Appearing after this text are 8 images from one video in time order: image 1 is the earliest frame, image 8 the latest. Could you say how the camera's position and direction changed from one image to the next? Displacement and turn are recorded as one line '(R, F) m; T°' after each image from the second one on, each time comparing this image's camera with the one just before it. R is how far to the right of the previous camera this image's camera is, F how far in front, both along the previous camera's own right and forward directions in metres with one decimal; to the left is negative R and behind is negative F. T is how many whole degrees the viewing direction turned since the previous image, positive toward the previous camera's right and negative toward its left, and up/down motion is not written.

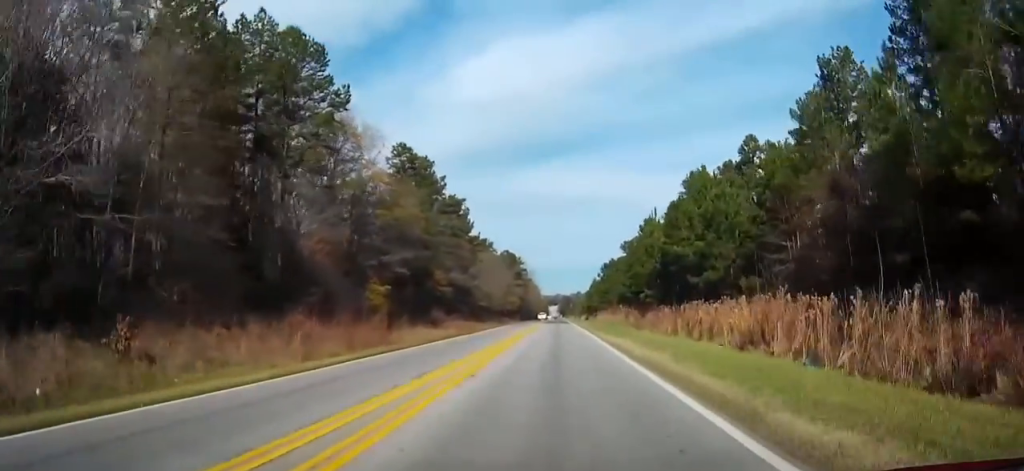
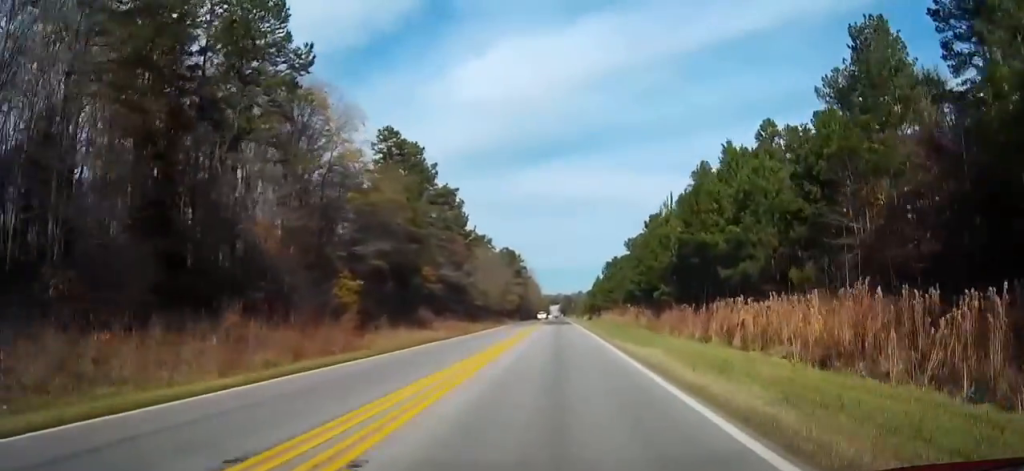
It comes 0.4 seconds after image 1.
(0.0, +8.4) m; 0°
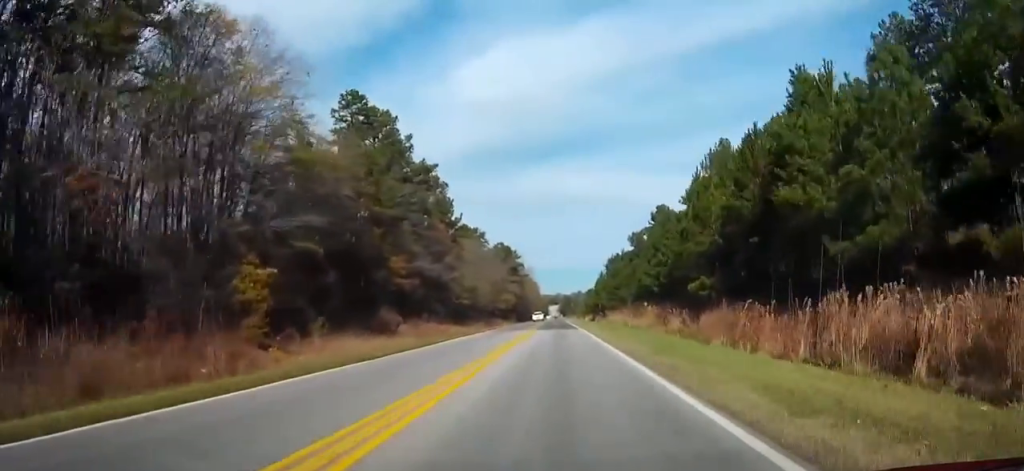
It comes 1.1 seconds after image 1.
(0.0, +15.4) m; 0°
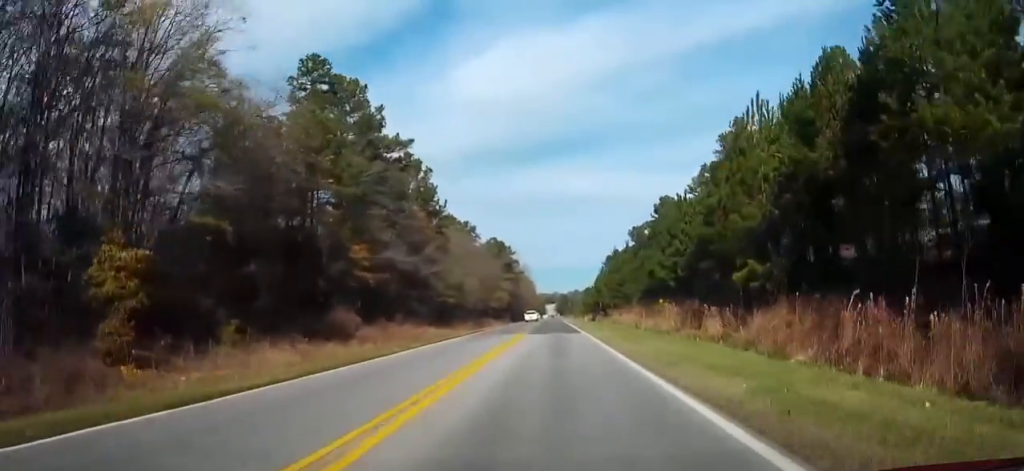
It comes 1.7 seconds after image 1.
(0.0, +11.2) m; 0°
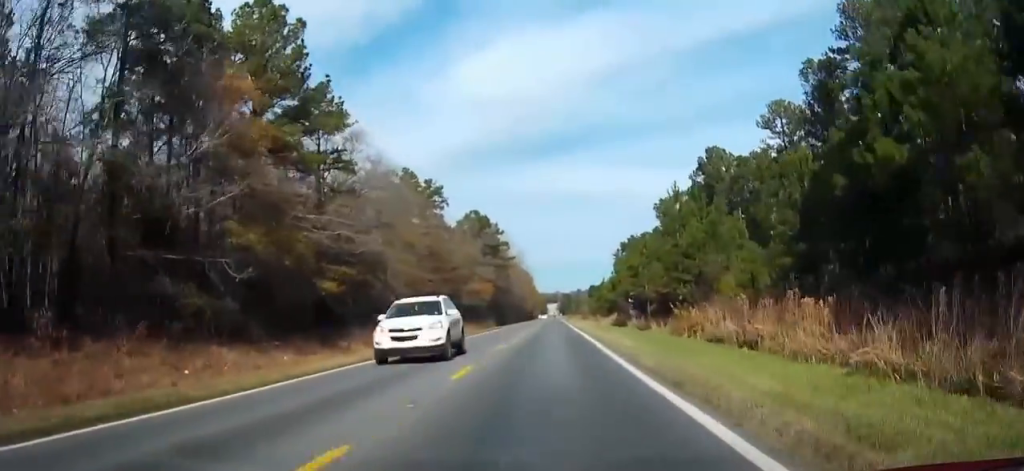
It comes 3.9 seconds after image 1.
(-0.3, +48.2) m; -1°
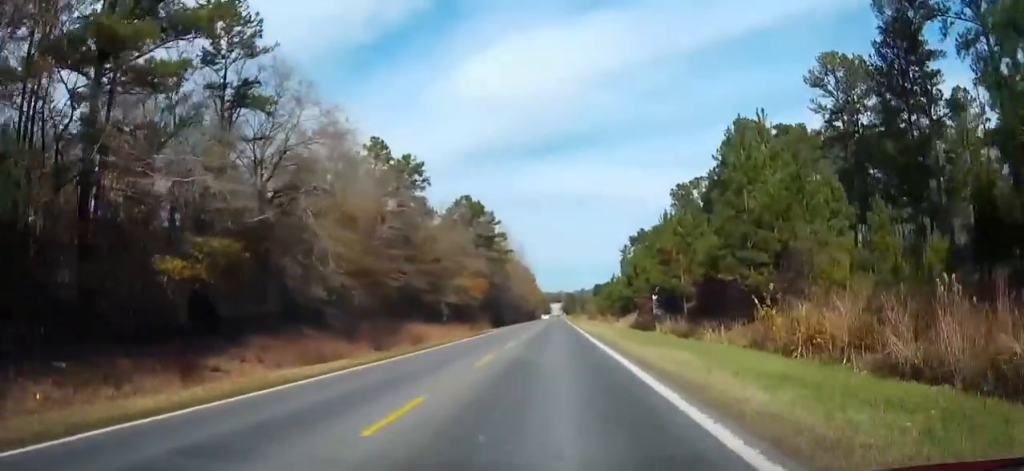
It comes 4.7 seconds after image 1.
(0.0, +17.2) m; 0°
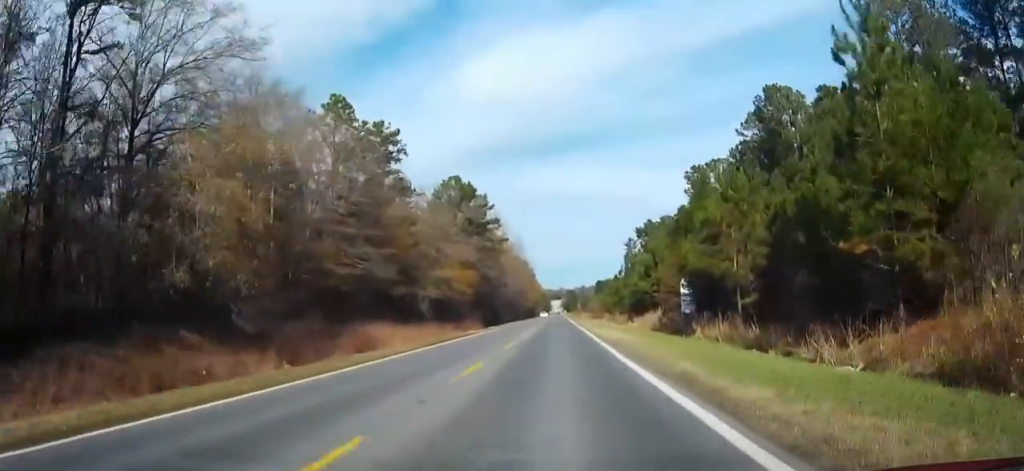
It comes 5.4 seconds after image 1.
(-0.1, +14.4) m; 0°
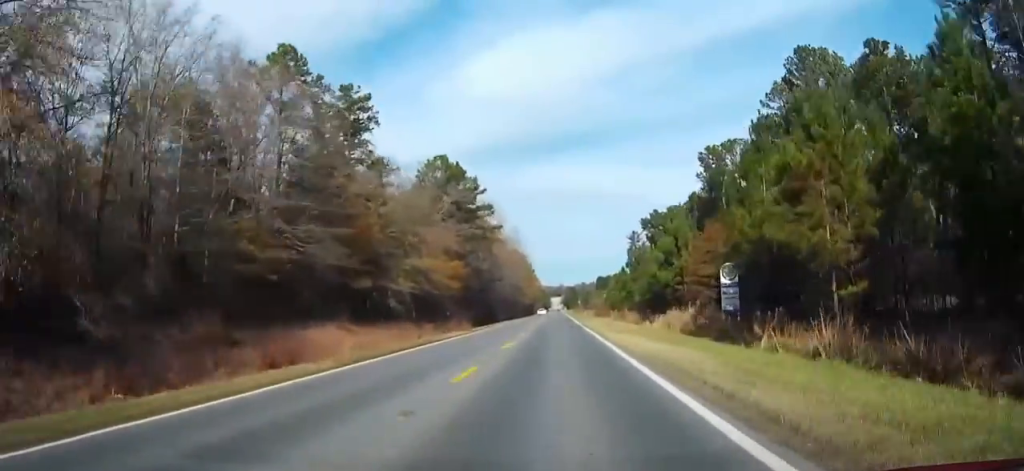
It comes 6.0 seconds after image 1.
(0.0, +12.3) m; 0°
